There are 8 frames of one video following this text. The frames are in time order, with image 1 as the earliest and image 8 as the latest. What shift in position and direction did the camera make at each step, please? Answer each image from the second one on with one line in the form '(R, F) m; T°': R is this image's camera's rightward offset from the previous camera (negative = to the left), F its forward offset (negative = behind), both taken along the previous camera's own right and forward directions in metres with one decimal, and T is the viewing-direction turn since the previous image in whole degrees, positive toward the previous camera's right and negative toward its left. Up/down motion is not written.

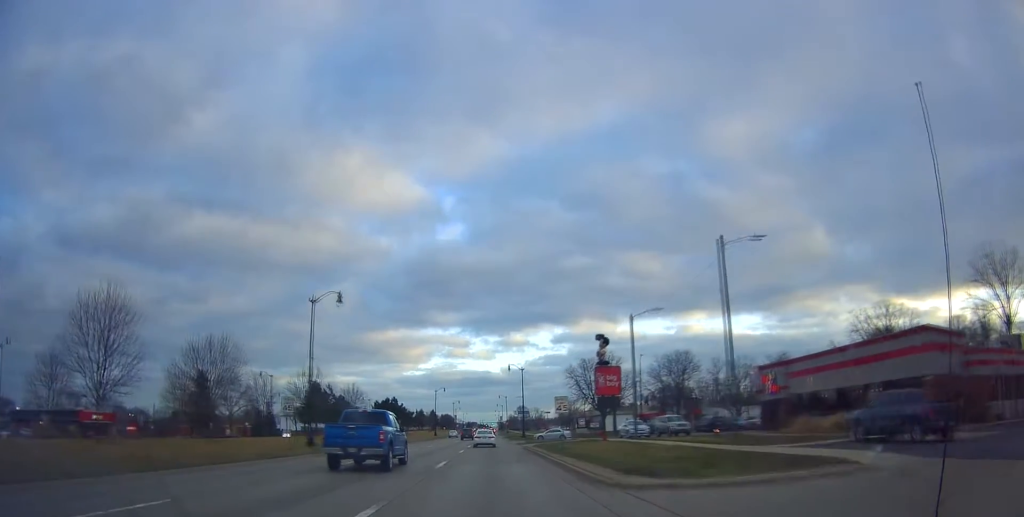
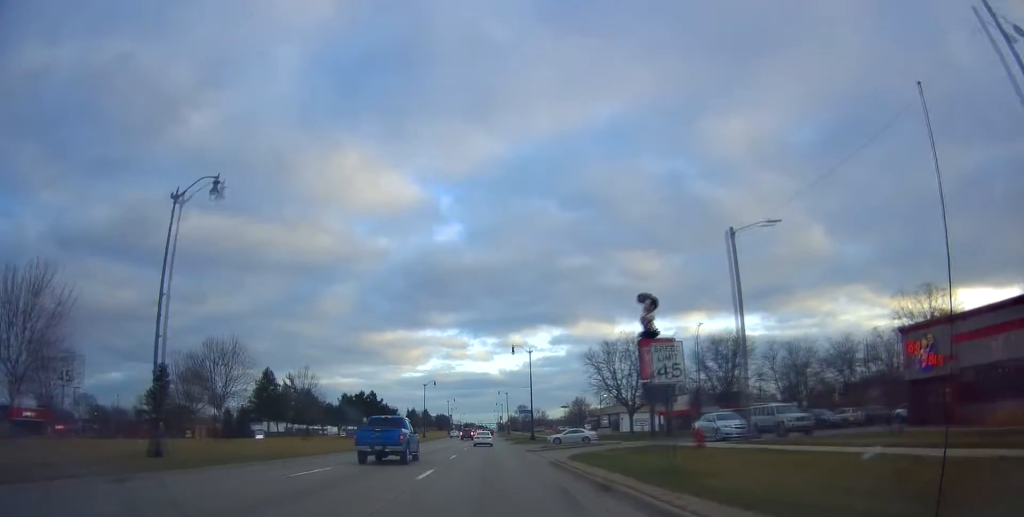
(-0.3, +19.4) m; 0°
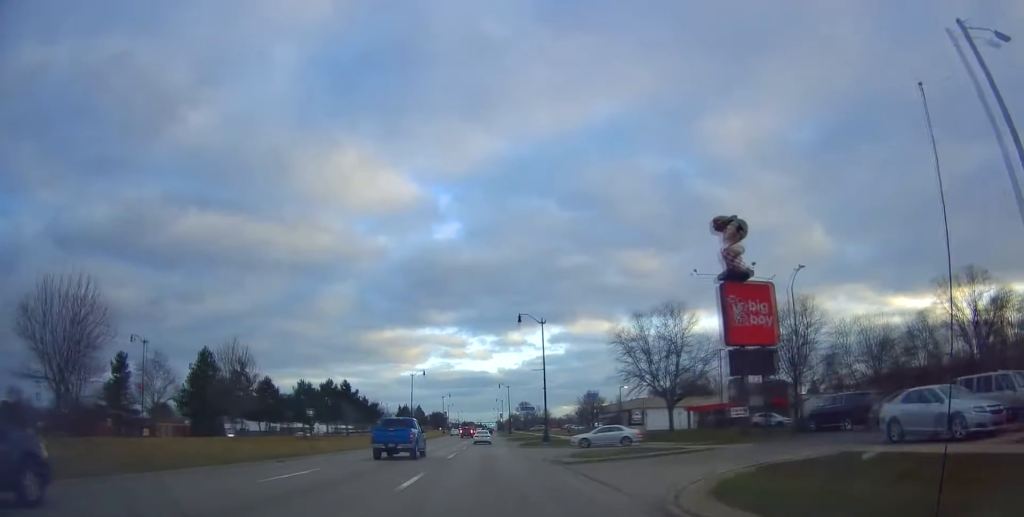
(+0.3, +16.6) m; +1°
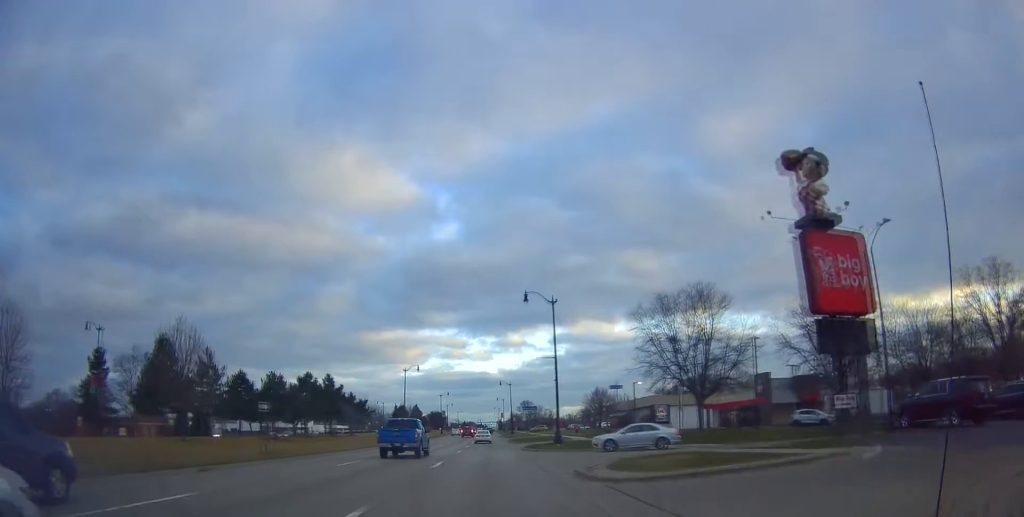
(0.0, +8.2) m; -1°
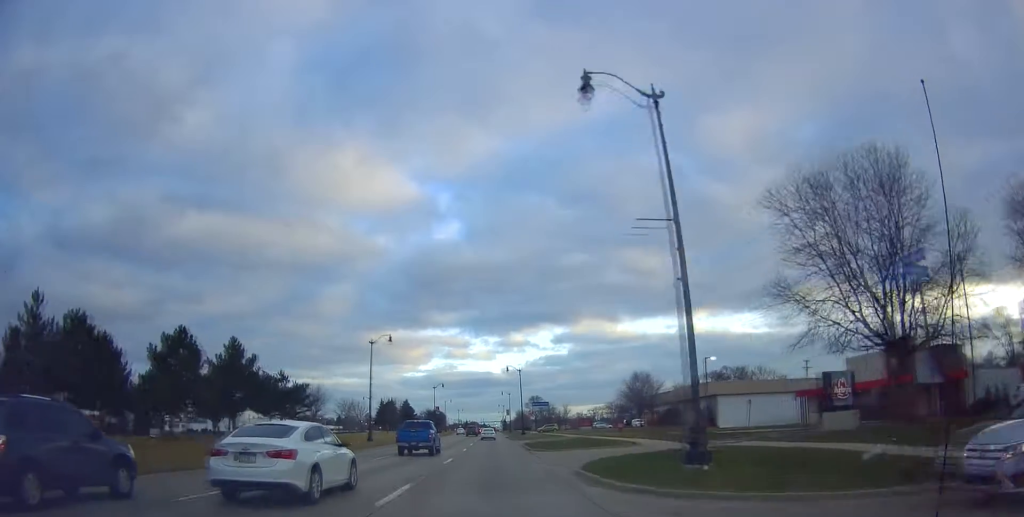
(-0.8, +26.4) m; -1°
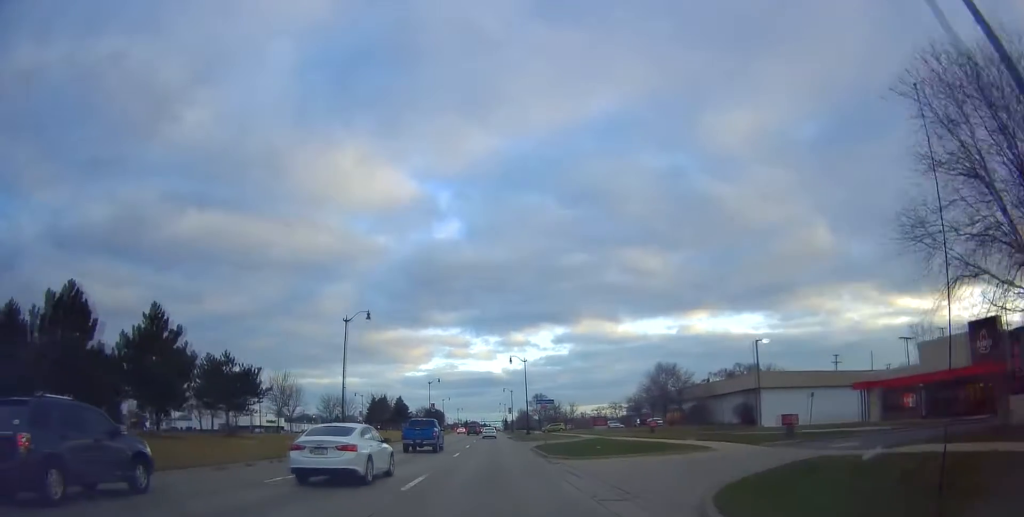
(+0.4, +11.1) m; +1°
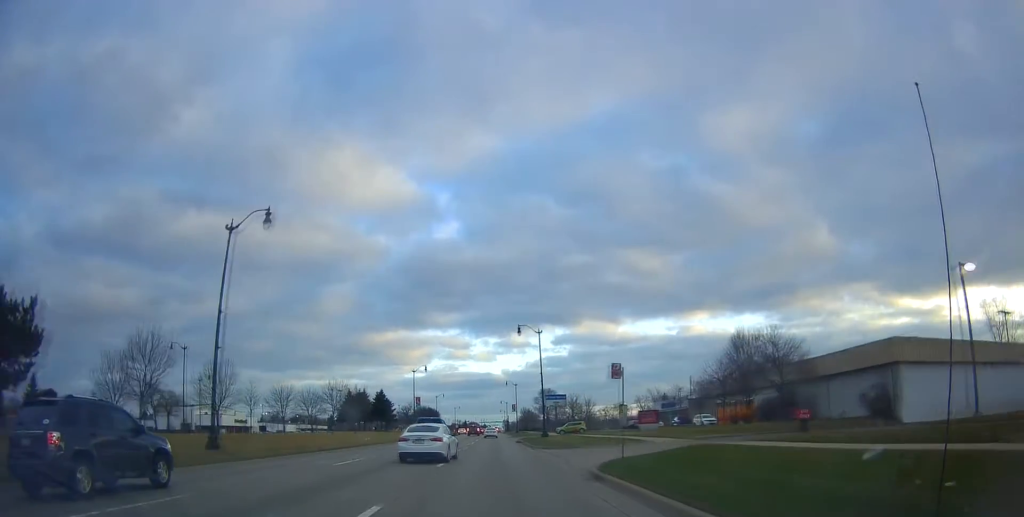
(+0.3, +23.1) m; -2°
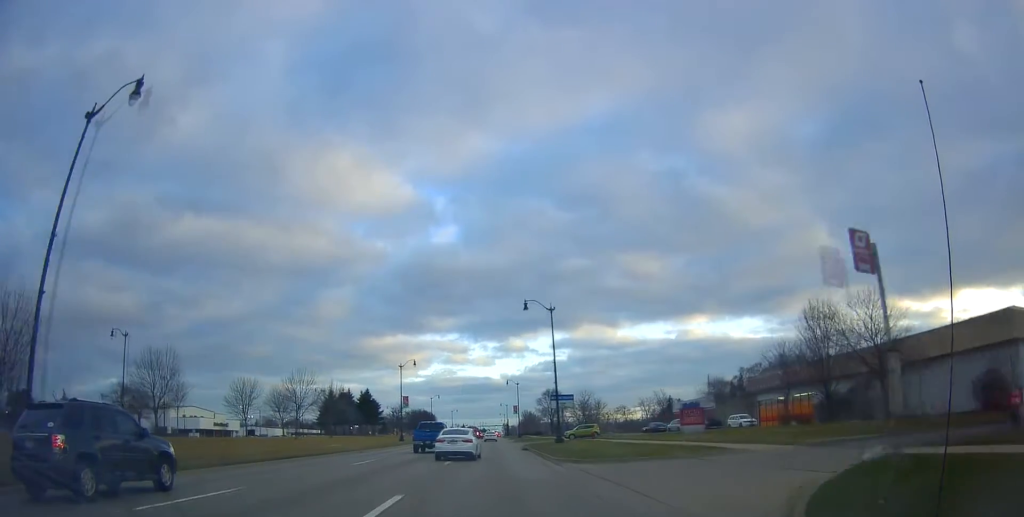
(-0.4, +12.2) m; 0°
